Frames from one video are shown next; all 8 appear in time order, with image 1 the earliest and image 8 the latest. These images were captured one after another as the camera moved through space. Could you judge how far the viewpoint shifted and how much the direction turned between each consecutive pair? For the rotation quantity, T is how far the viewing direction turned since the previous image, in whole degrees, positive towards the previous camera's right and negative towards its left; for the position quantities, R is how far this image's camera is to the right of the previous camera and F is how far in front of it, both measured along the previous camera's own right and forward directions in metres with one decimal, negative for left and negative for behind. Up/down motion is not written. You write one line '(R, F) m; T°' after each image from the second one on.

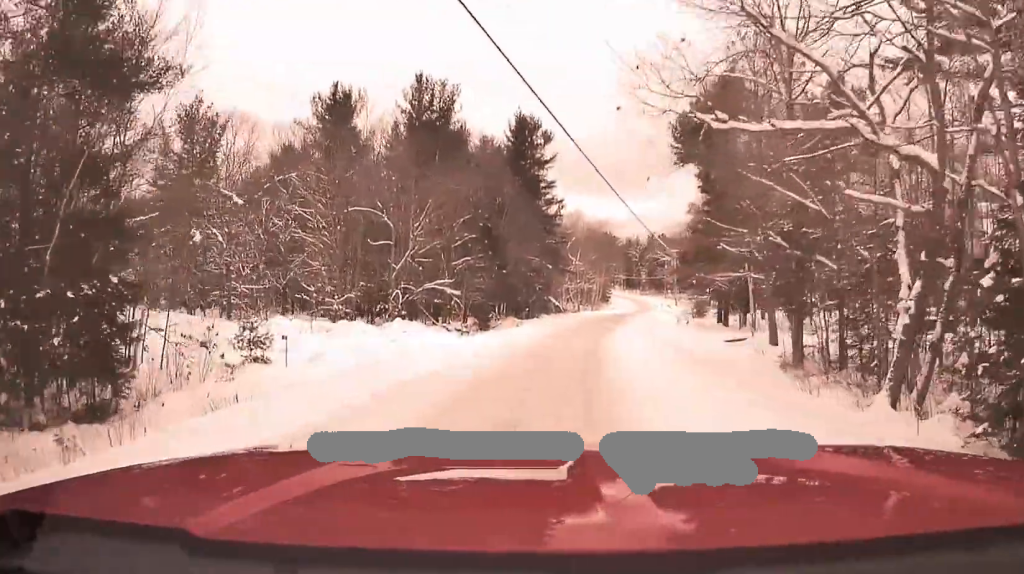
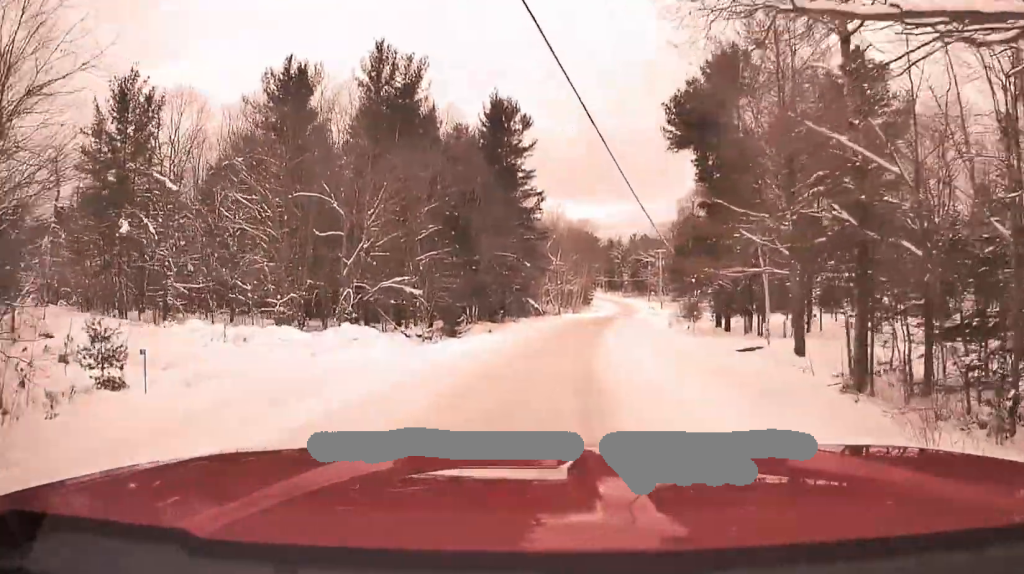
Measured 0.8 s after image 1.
(0.0, +6.7) m; -2°
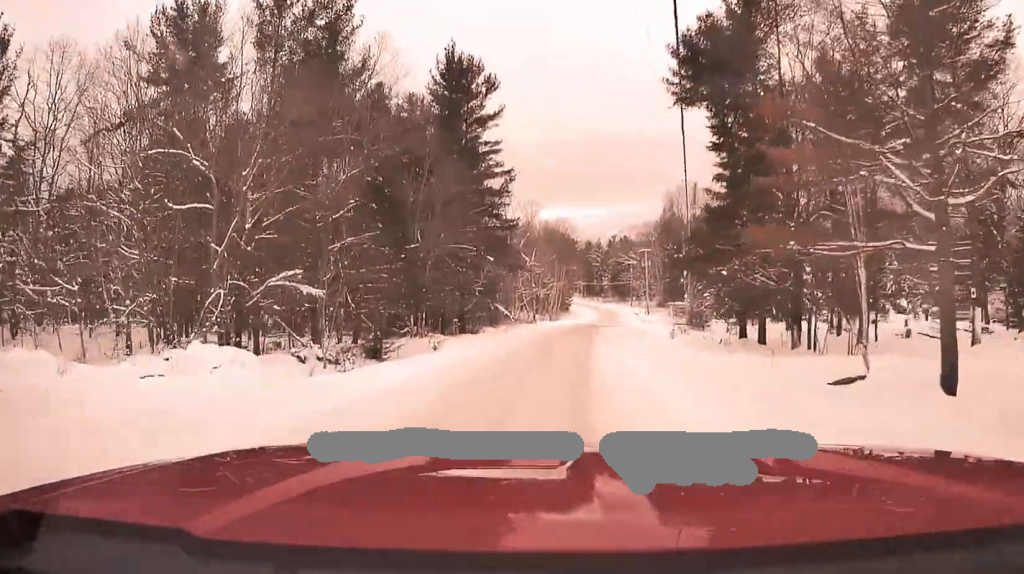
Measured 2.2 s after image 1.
(+0.1, +13.3) m; +2°
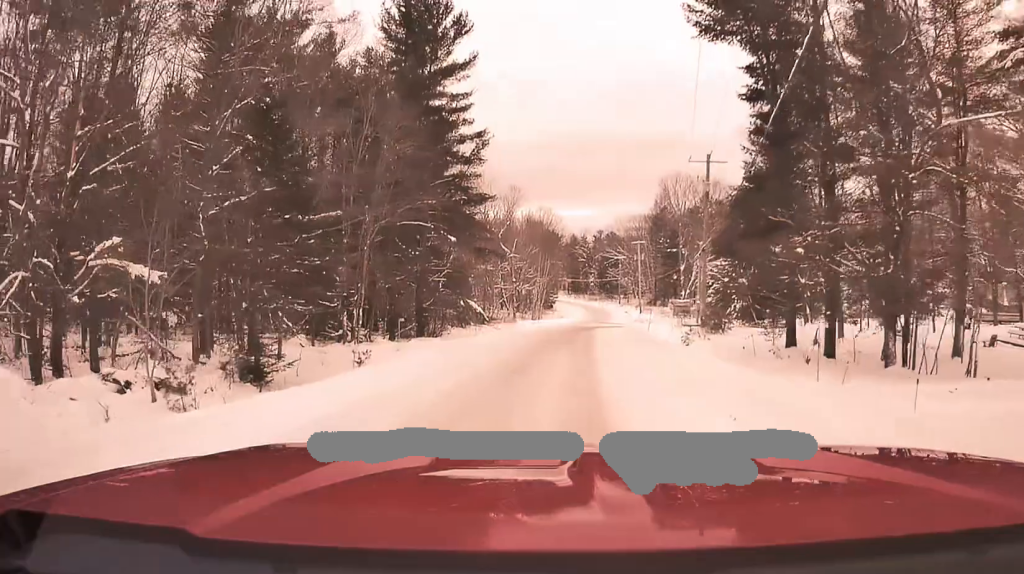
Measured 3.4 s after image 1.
(-0.1, +11.0) m; +2°
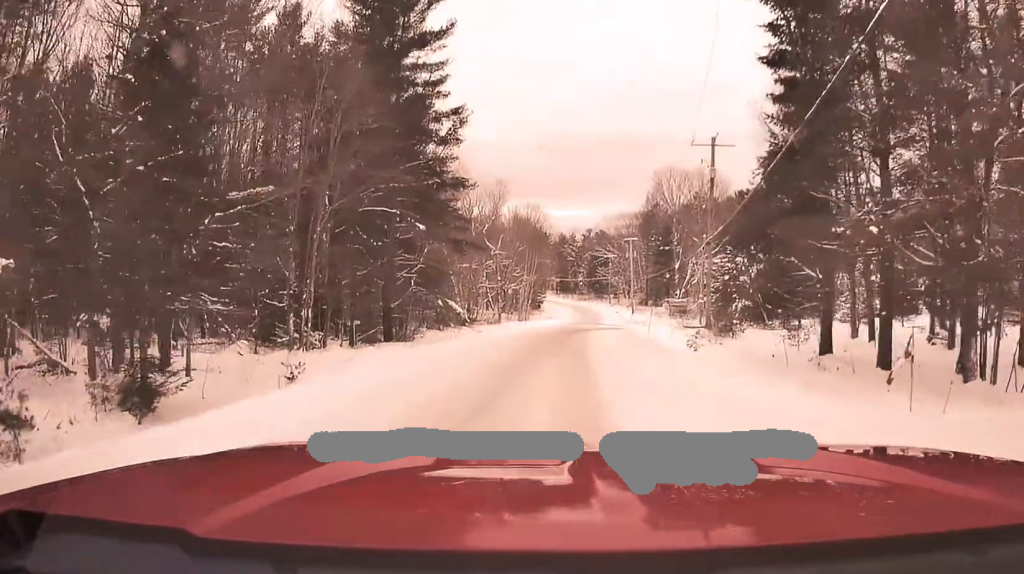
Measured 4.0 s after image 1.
(0.0, +5.5) m; +2°
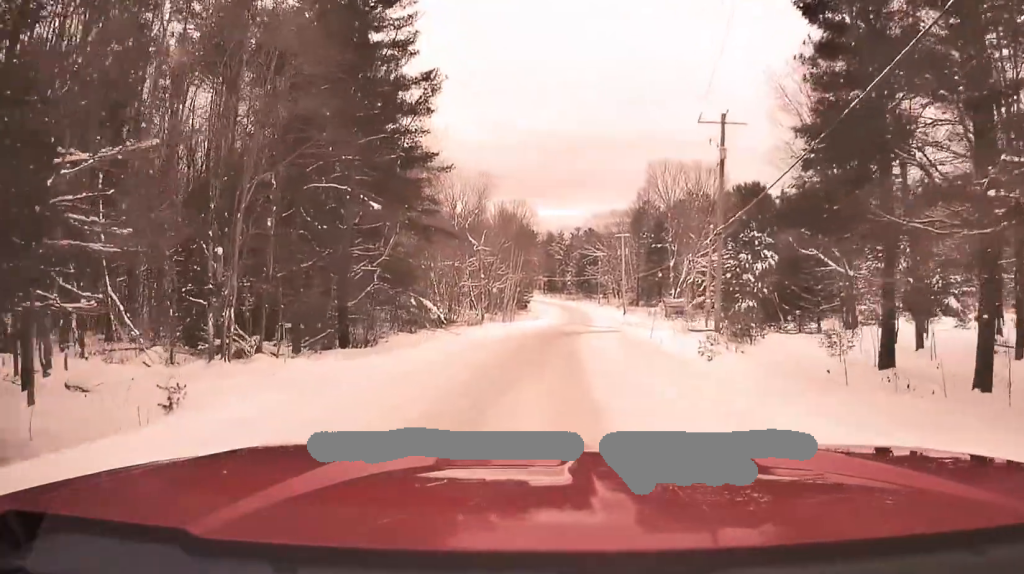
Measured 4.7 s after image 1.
(+0.5, +6.1) m; +3°
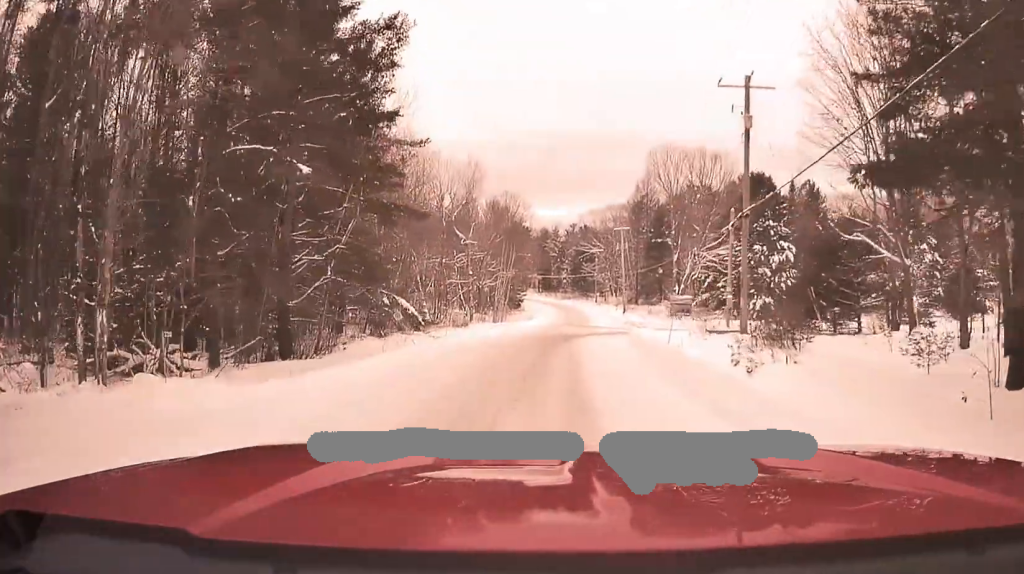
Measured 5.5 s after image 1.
(-0.2, +6.9) m; -1°
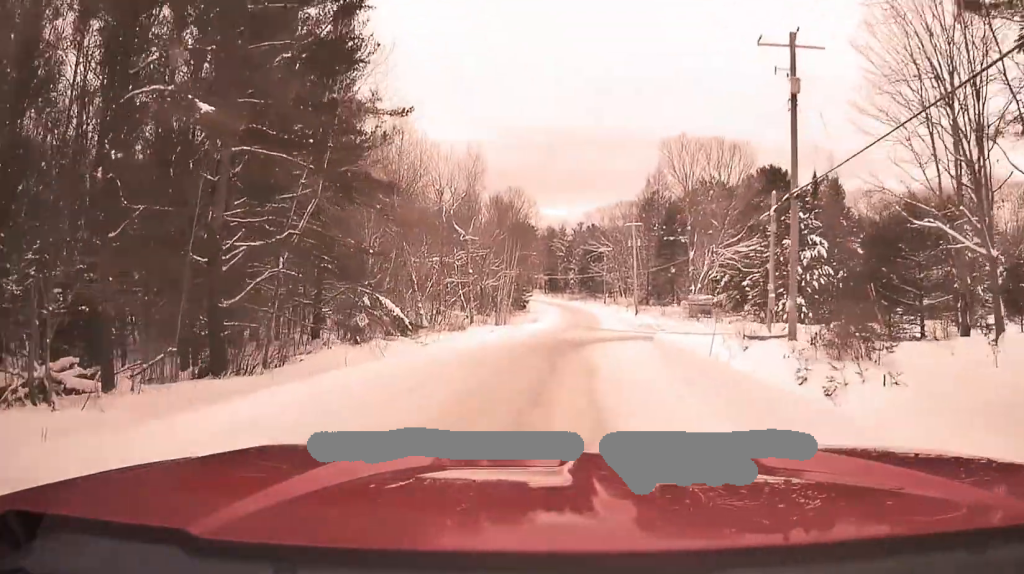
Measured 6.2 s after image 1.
(-0.1, +6.4) m; +1°
